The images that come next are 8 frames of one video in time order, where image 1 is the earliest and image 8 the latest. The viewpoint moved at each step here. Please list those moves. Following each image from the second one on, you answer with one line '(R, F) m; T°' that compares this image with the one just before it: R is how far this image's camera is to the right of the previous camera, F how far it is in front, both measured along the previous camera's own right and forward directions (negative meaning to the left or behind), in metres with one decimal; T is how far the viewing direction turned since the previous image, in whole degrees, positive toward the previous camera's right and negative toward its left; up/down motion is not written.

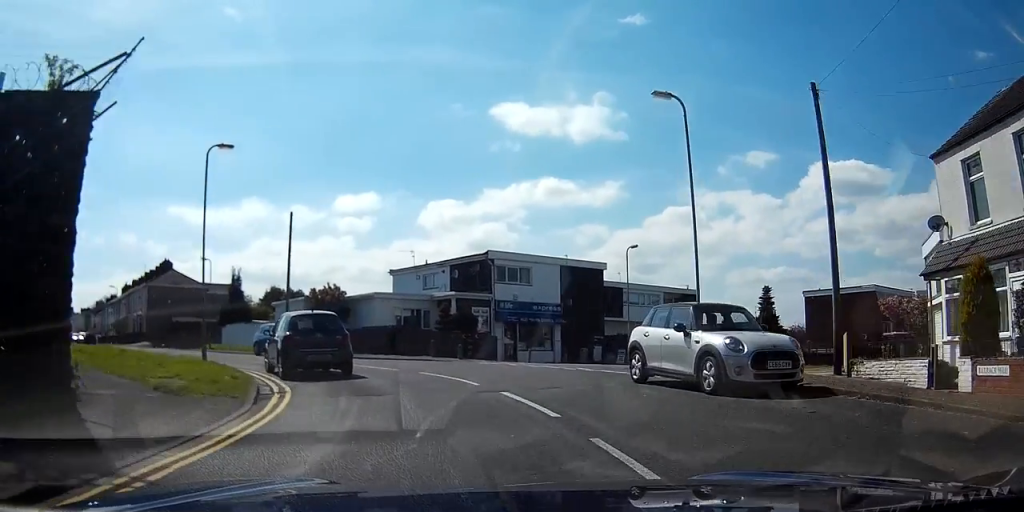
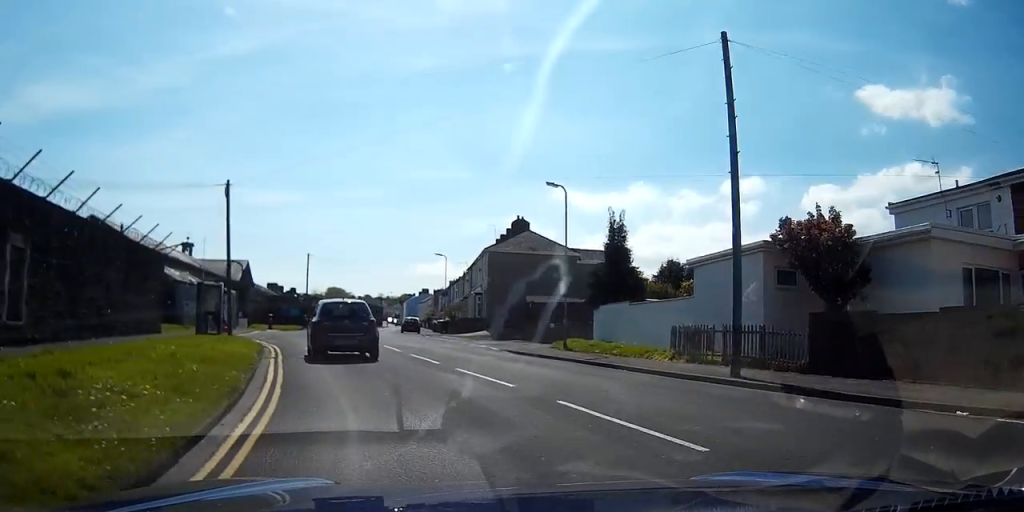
(-7.0, +21.9) m; -34°
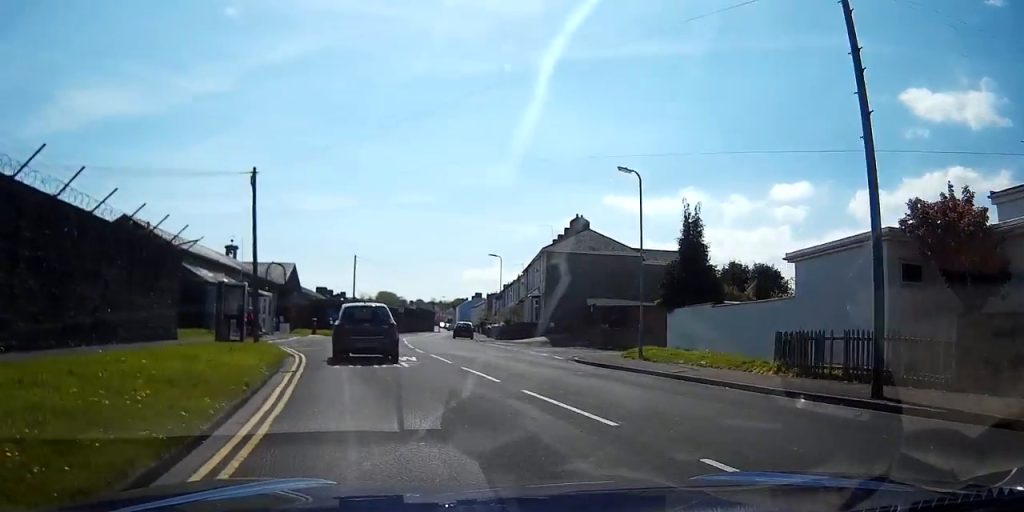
(0.0, +3.8) m; 0°
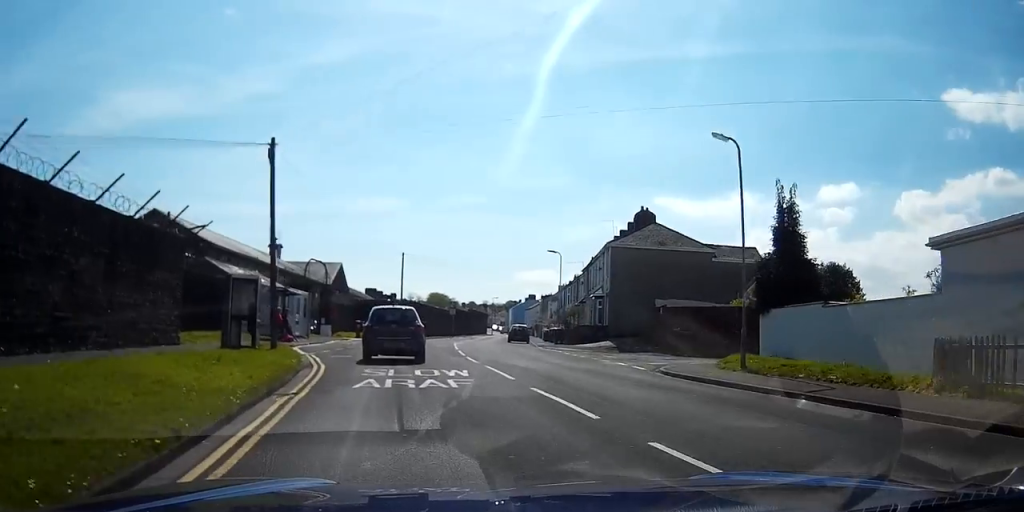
(0.0, +4.7) m; 0°
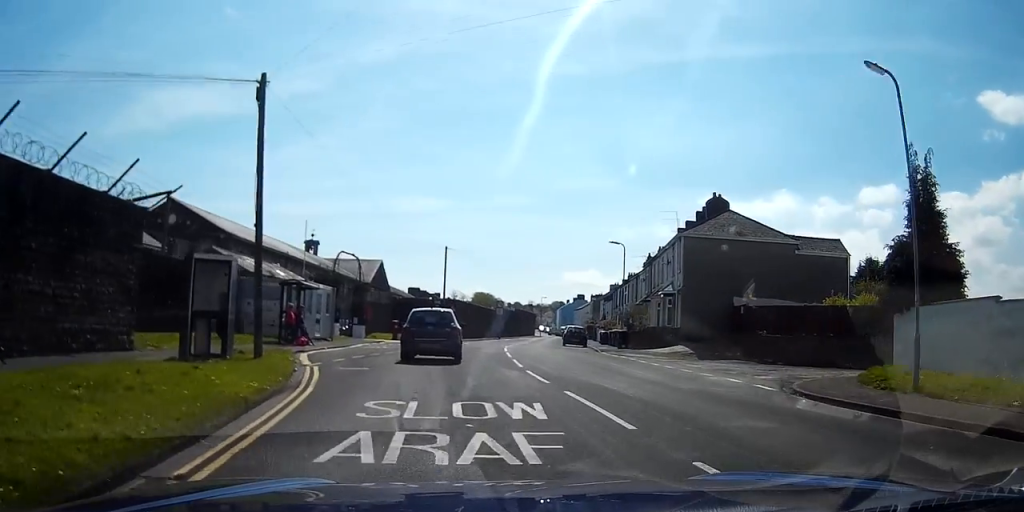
(0.0, +6.2) m; 0°
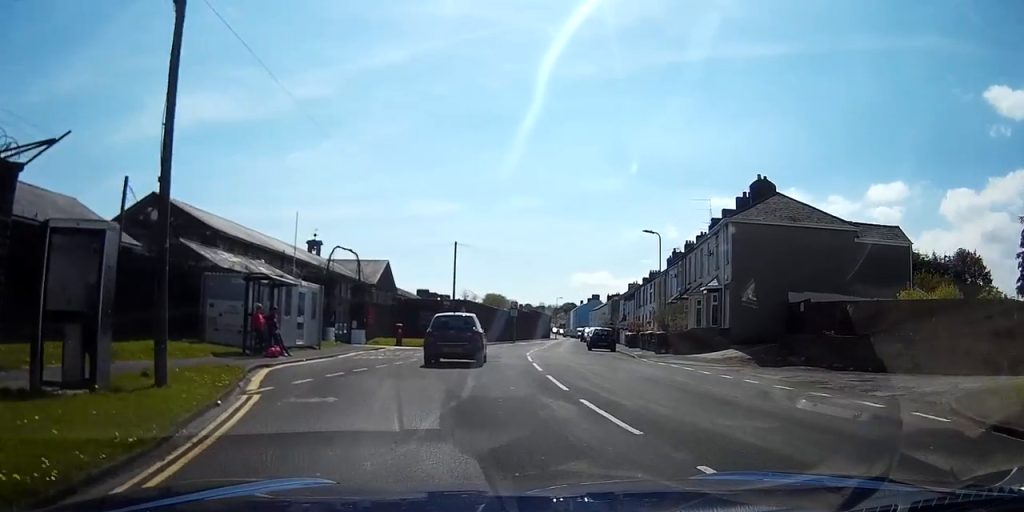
(0.0, +6.1) m; 0°
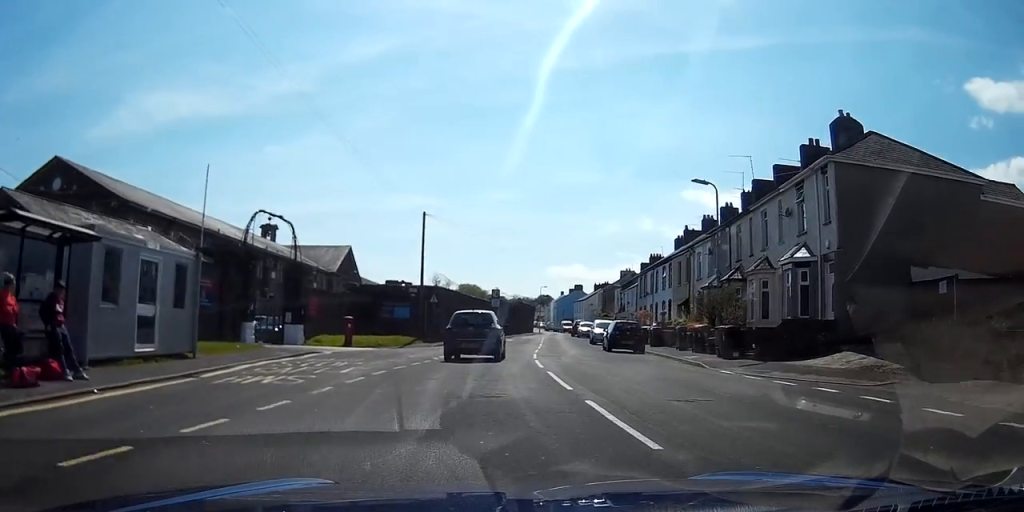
(0.0, +12.6) m; 0°
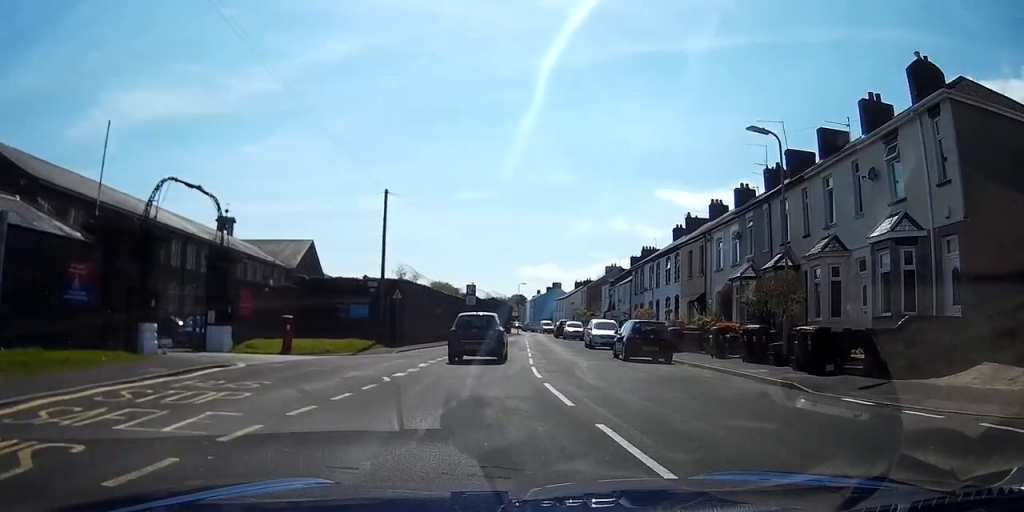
(0.0, +8.2) m; 0°
